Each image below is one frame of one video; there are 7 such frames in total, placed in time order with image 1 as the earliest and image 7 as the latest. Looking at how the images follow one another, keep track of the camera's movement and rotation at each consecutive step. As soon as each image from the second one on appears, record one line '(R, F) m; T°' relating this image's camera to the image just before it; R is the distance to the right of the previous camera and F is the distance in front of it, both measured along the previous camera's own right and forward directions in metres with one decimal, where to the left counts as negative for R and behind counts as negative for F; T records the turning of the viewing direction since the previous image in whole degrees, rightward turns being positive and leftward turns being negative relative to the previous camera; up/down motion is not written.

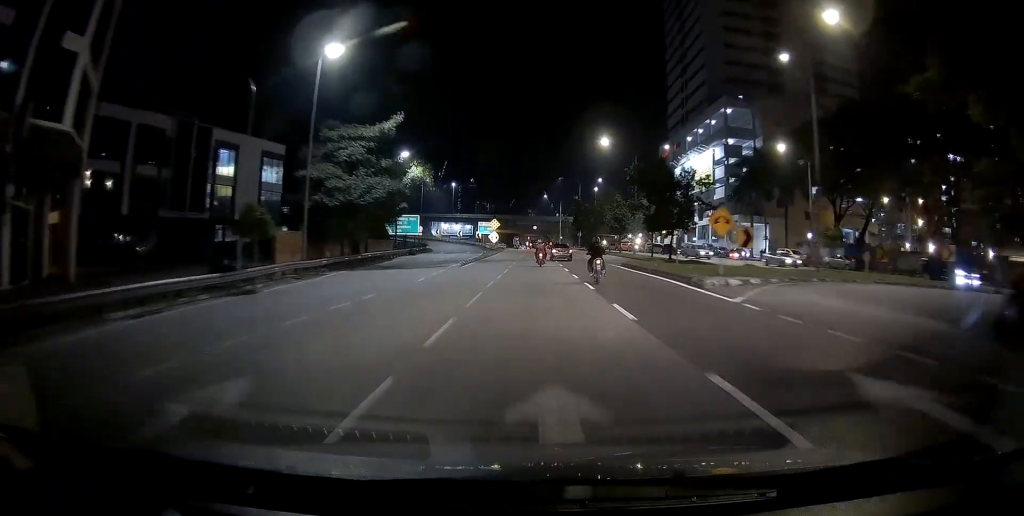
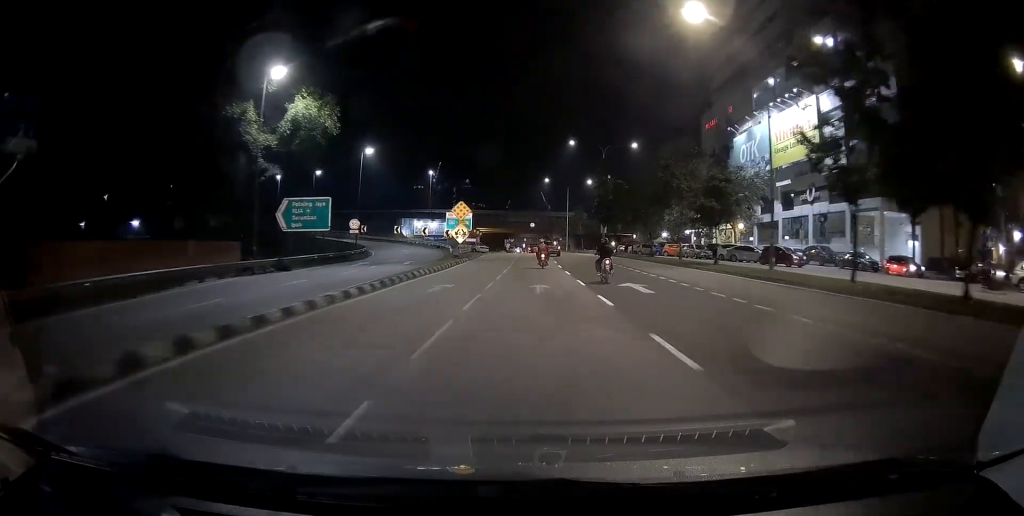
(+0.2, +37.1) m; 0°
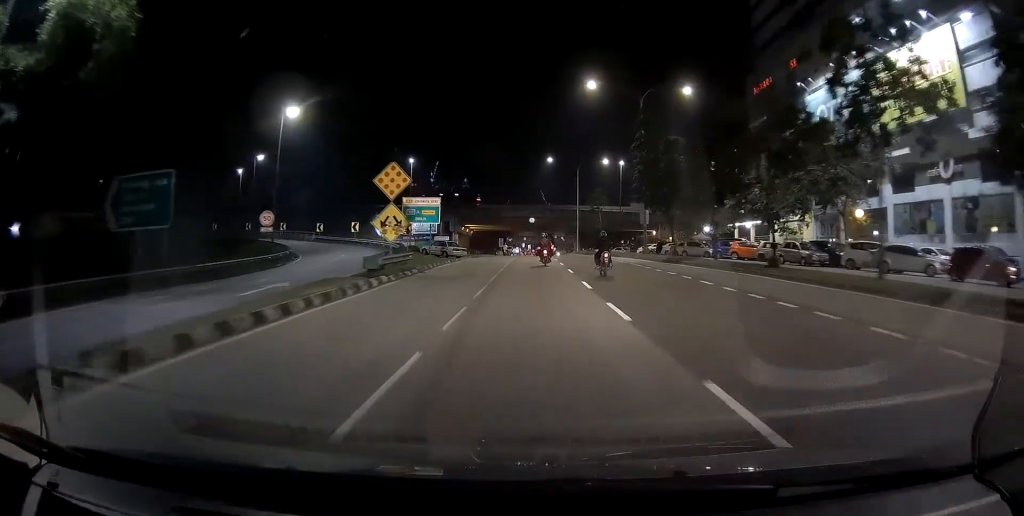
(-0.1, +23.4) m; 0°
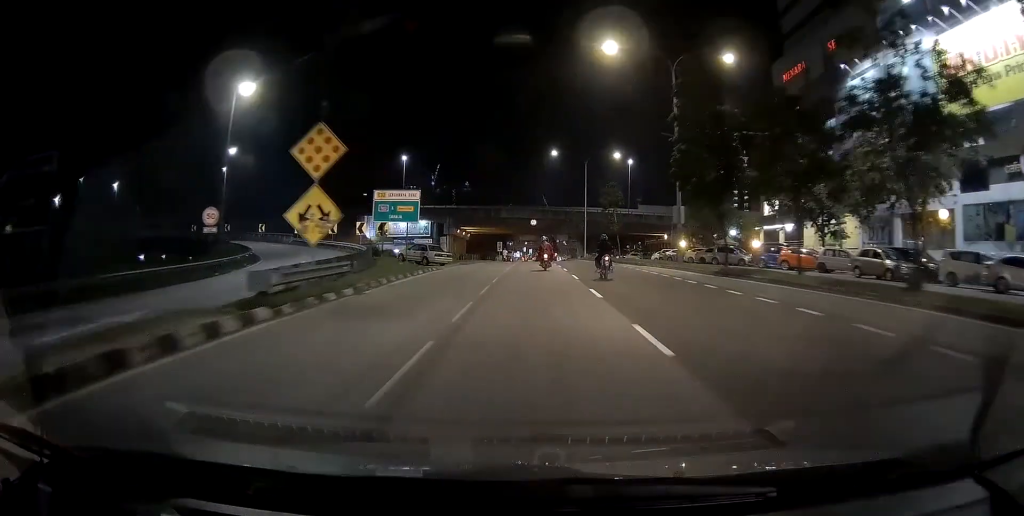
(0.0, +9.0) m; +1°
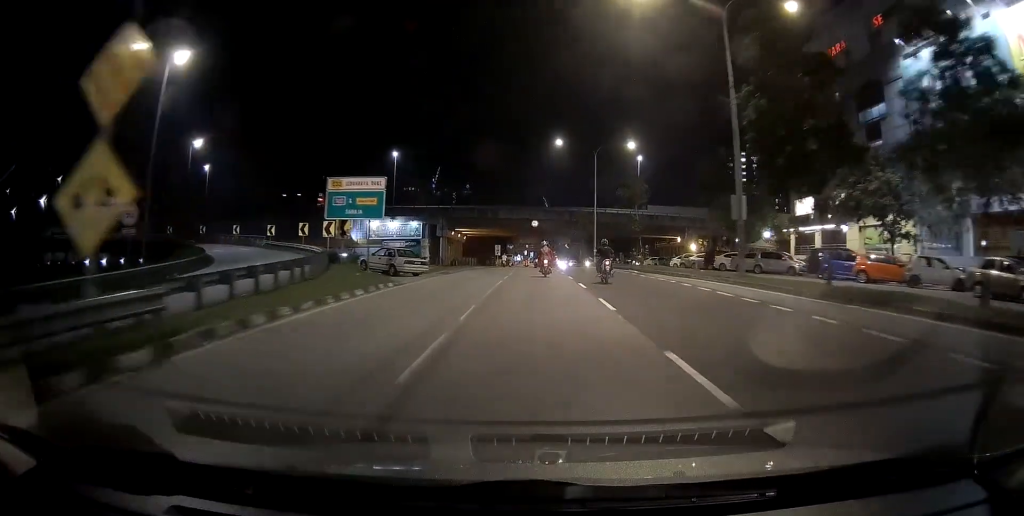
(-0.2, +9.1) m; +2°
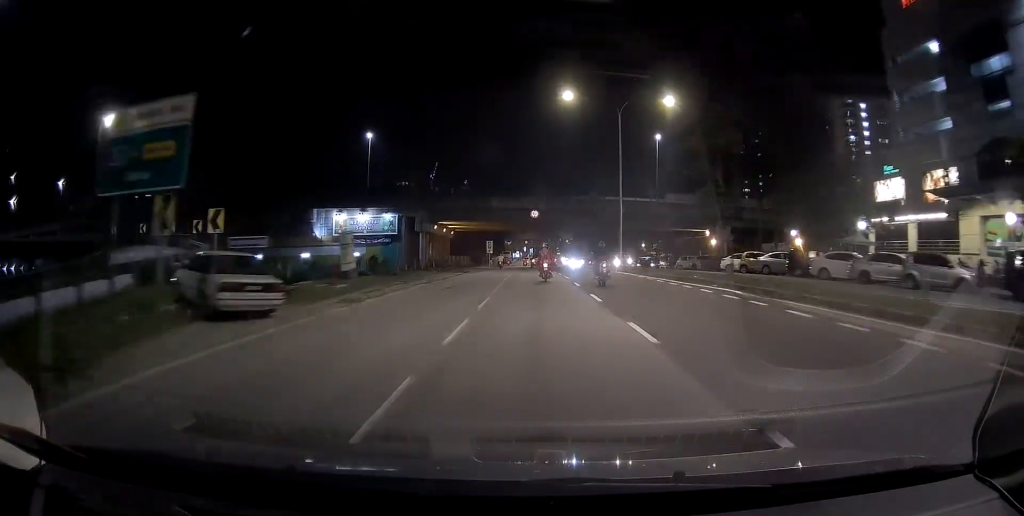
(+0.9, +16.9) m; 0°
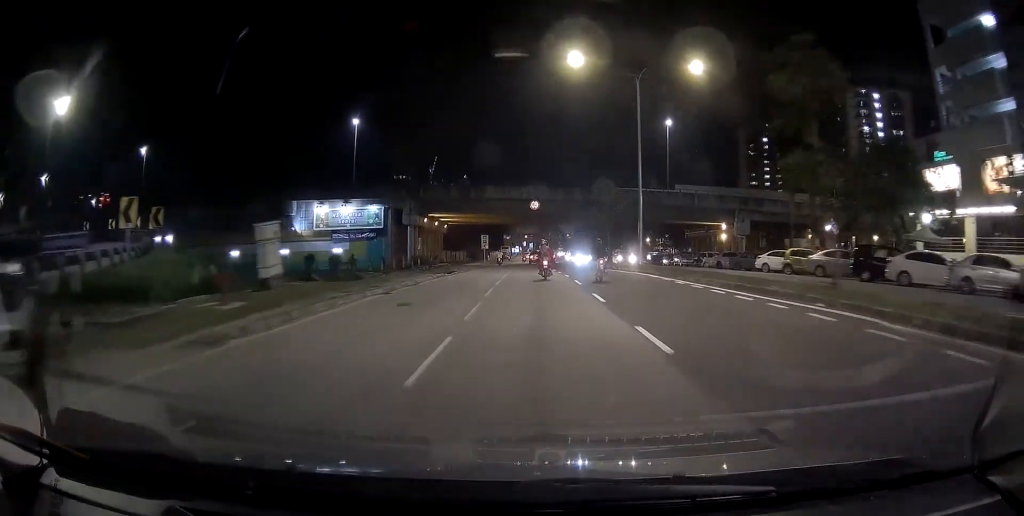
(-0.4, +7.4) m; -2°
